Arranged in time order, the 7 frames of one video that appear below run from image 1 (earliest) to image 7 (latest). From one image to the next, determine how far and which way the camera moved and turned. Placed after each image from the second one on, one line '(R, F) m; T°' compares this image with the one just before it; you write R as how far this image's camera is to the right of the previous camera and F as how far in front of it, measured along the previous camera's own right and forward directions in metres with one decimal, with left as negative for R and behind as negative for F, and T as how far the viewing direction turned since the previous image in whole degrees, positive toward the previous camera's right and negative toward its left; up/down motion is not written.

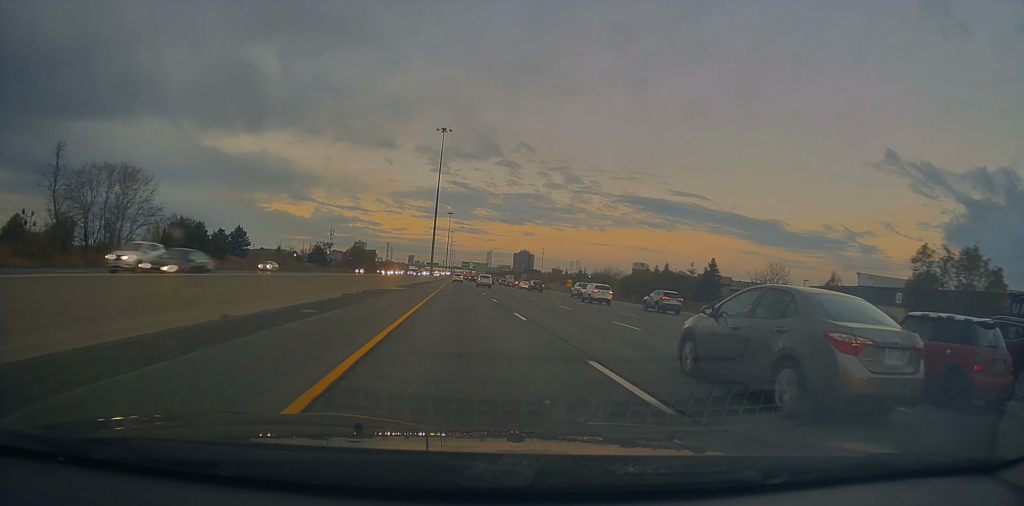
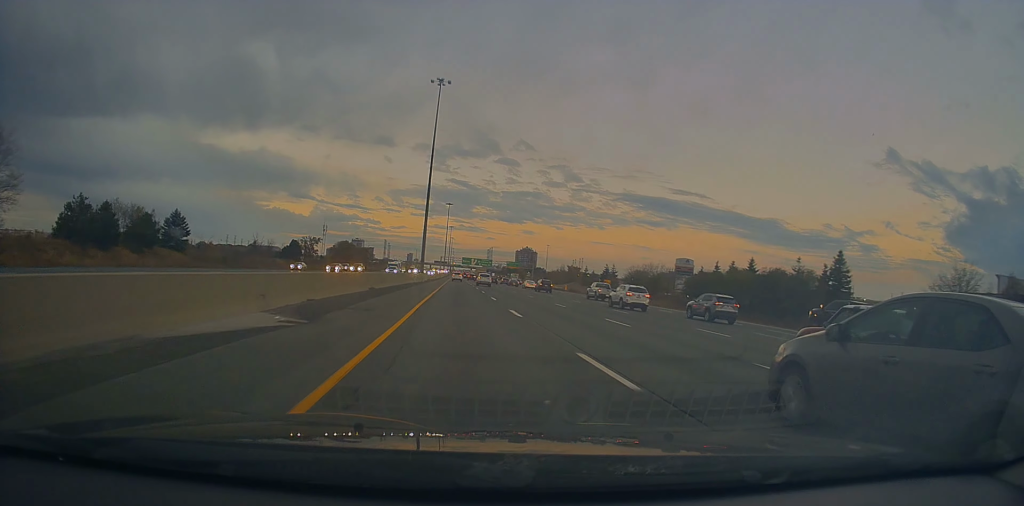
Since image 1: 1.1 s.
(-0.3, +34.7) m; -1°
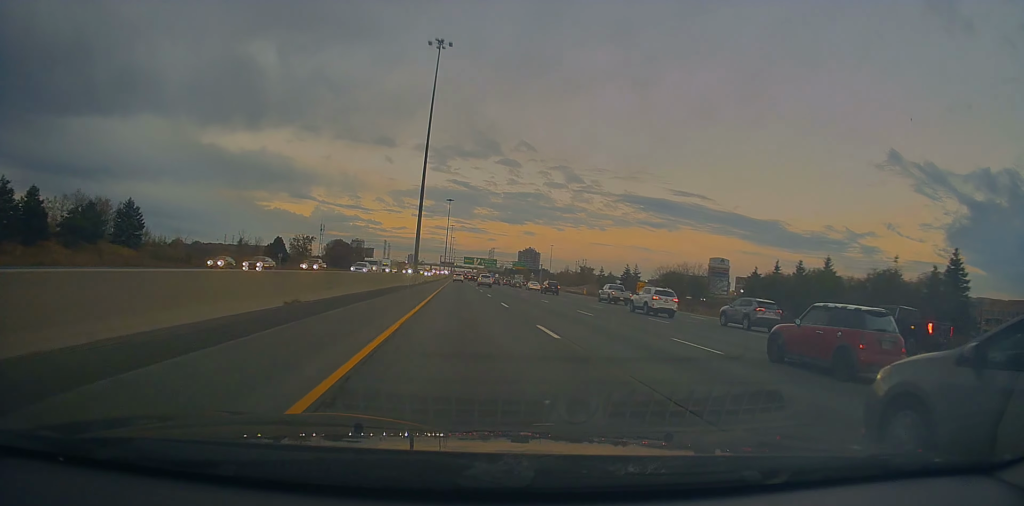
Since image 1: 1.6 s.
(-0.2, +18.5) m; 0°
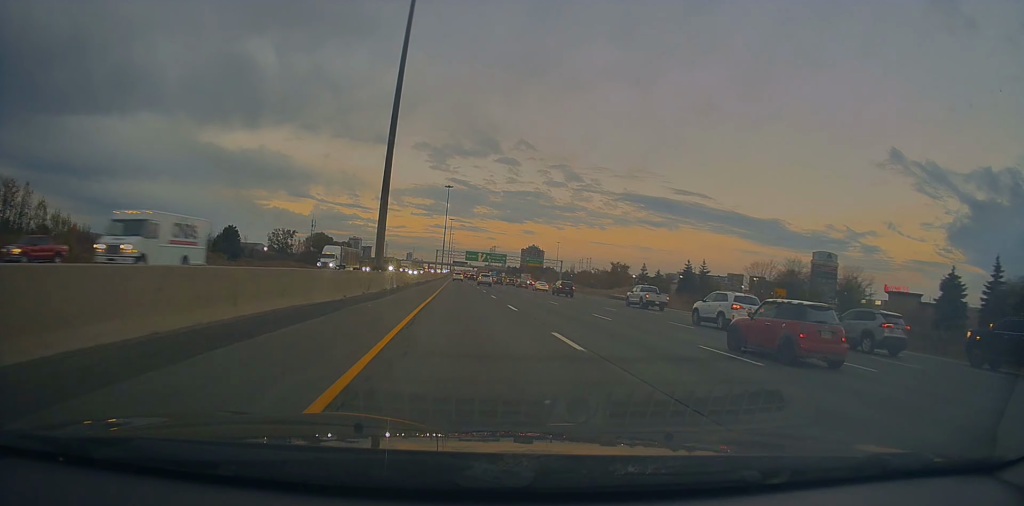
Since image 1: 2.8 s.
(+0.1, +38.2) m; +1°
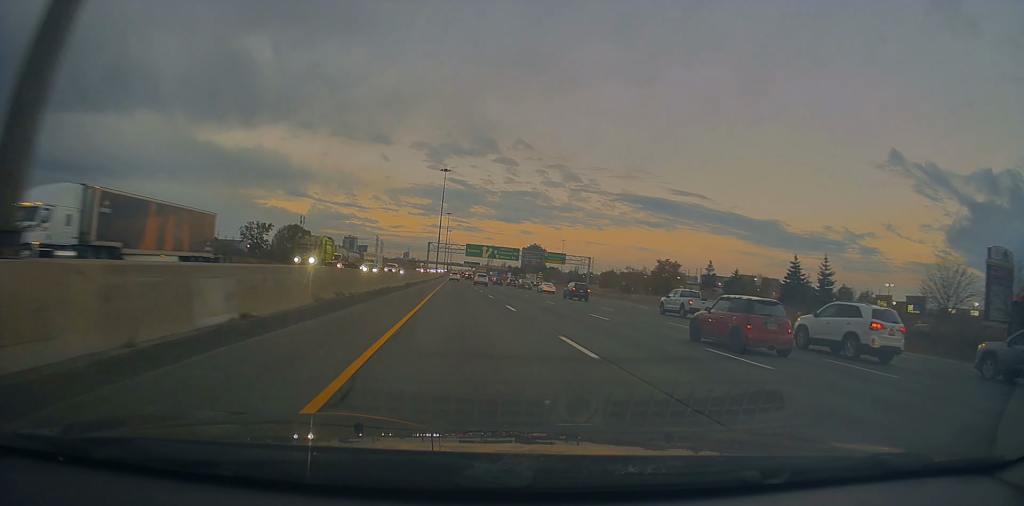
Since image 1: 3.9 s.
(+0.1, +36.3) m; 0°
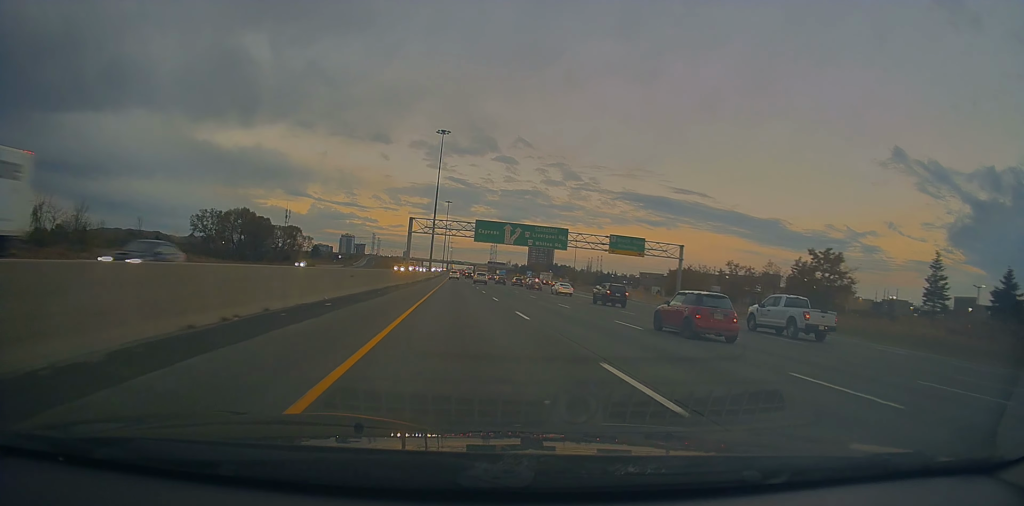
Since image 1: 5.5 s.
(-0.2, +51.9) m; 0°
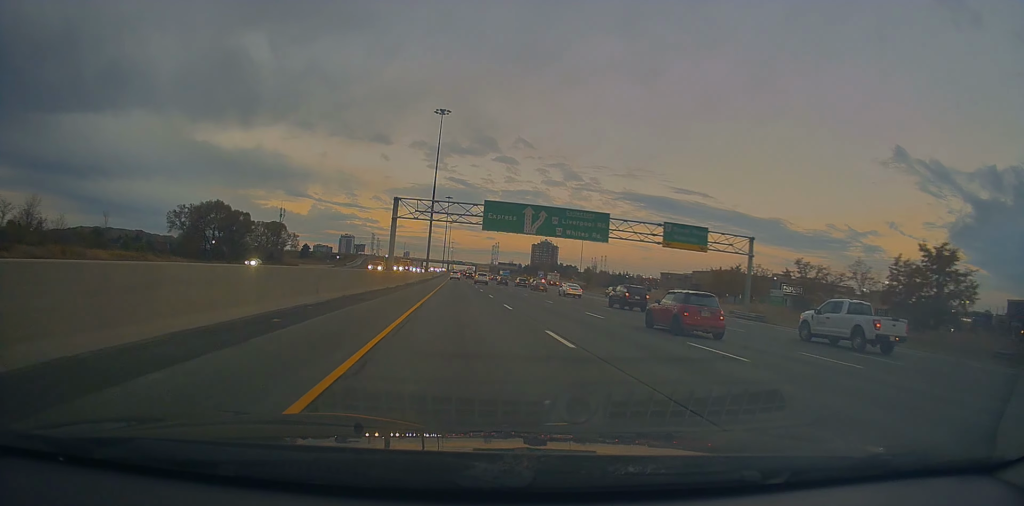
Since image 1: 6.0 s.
(0.0, +18.8) m; 0°
